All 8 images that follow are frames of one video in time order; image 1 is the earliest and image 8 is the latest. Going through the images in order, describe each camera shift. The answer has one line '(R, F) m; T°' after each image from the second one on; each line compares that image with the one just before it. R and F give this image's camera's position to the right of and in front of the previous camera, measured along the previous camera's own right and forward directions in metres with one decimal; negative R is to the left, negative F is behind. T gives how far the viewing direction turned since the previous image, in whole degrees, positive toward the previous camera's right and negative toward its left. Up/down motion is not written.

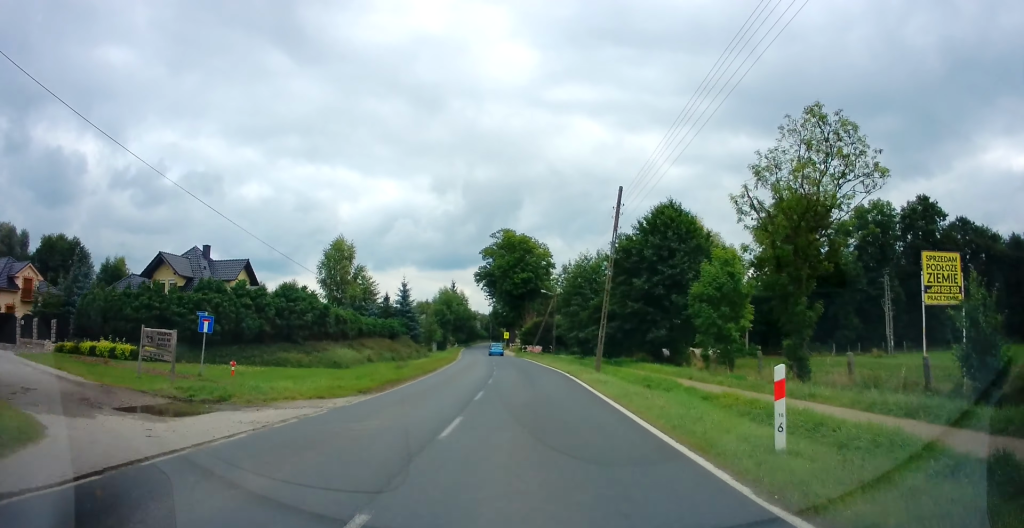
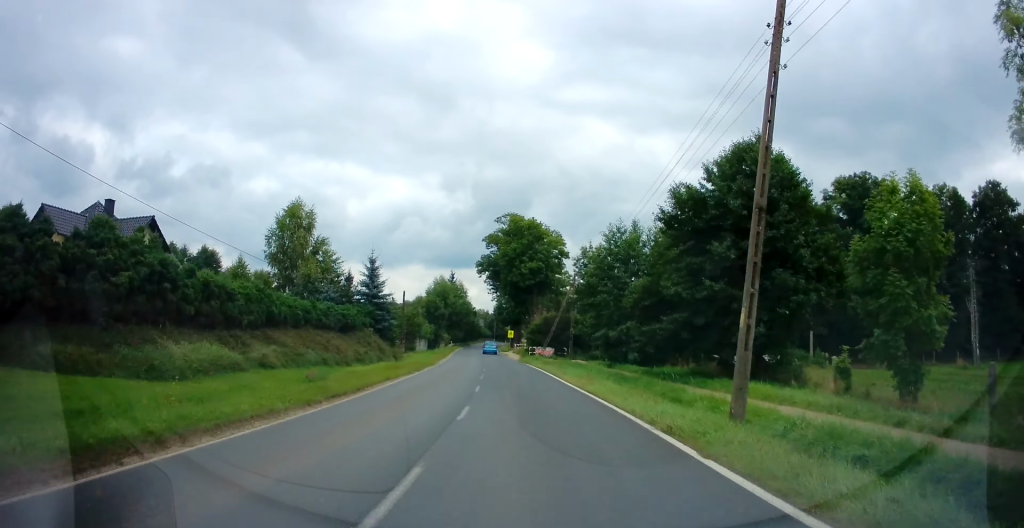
(-0.5, +15.6) m; 0°
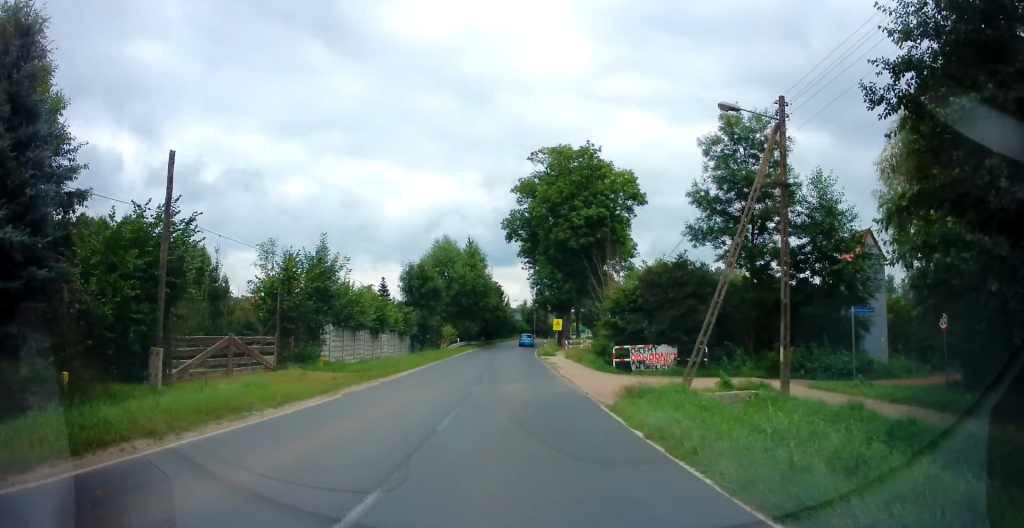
(-0.3, +37.1) m; -3°
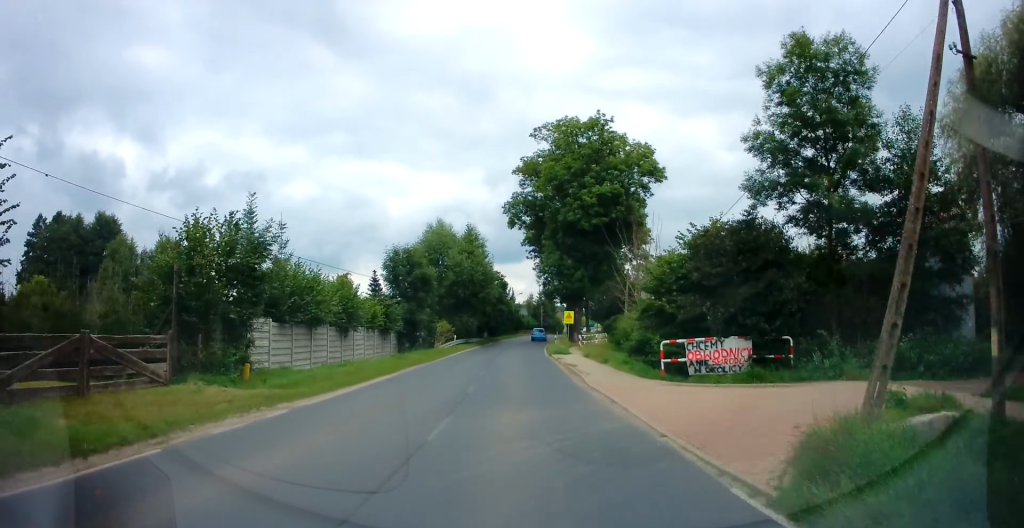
(+0.1, +7.4) m; -1°
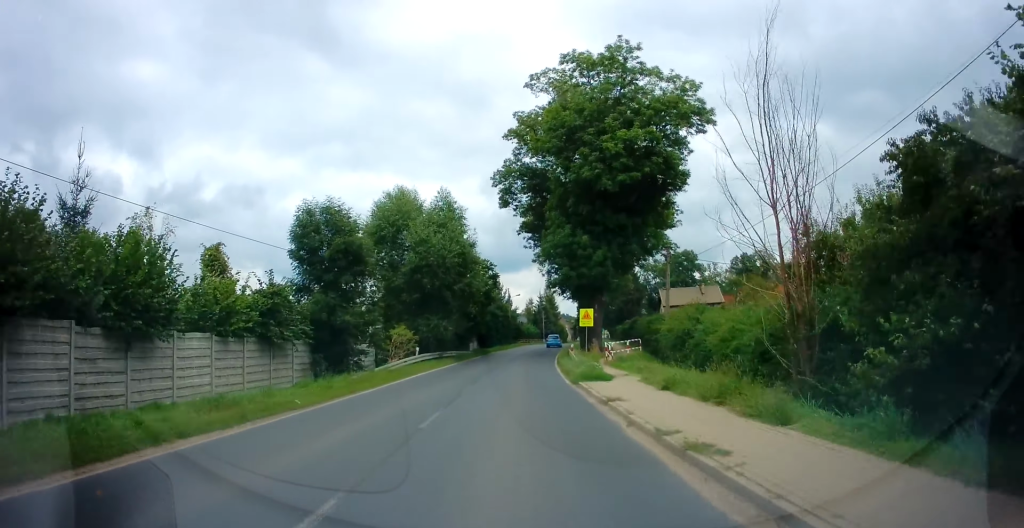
(-0.5, +16.4) m; -2°
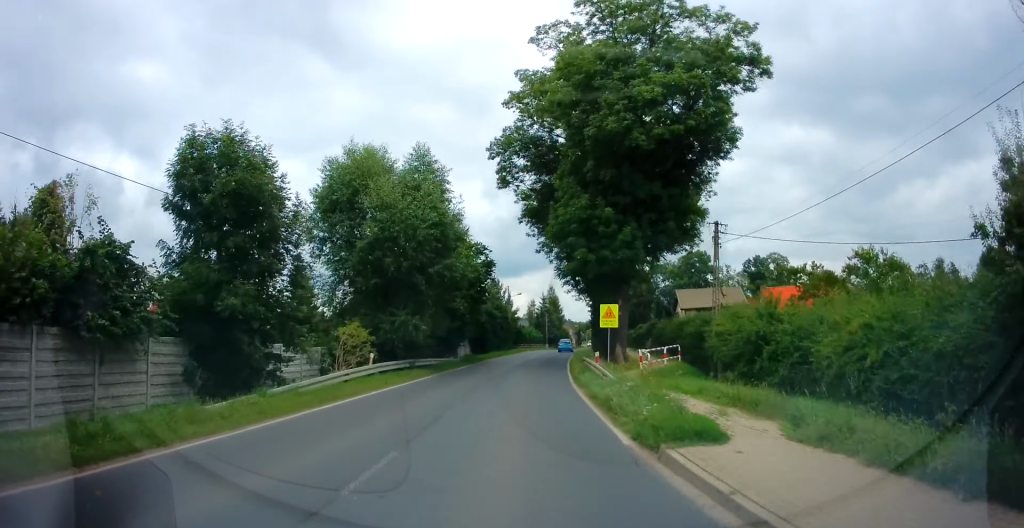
(0.0, +9.4) m; +1°
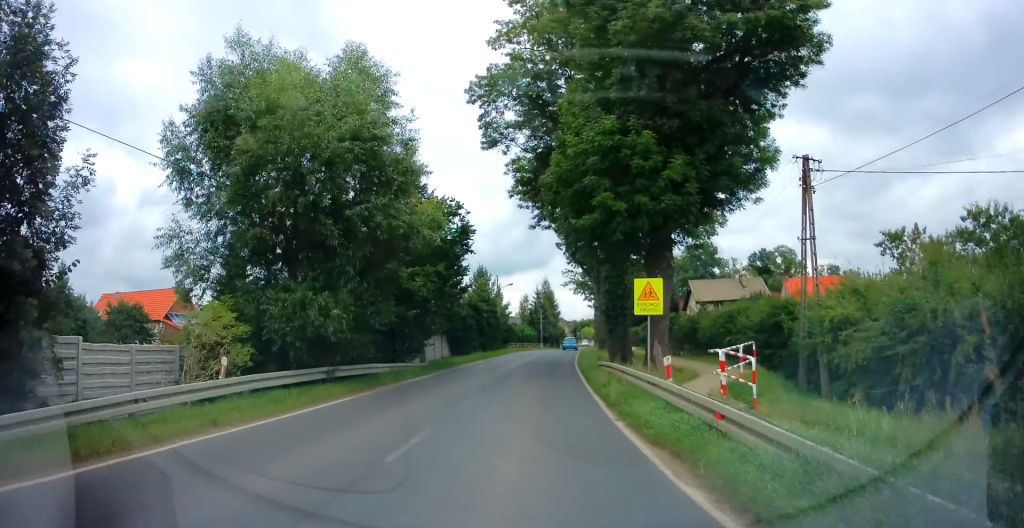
(0.0, +10.5) m; +2°
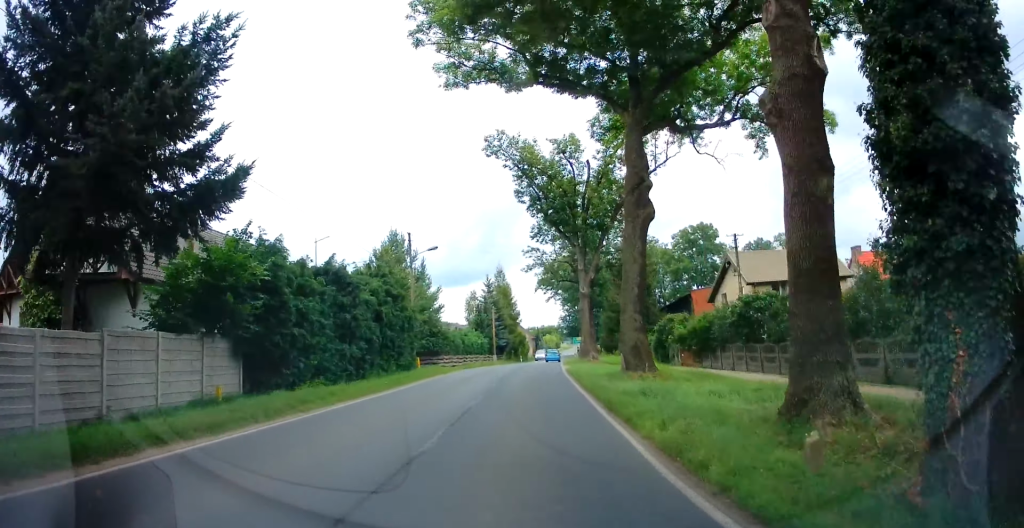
(+0.8, +27.7) m; +3°
